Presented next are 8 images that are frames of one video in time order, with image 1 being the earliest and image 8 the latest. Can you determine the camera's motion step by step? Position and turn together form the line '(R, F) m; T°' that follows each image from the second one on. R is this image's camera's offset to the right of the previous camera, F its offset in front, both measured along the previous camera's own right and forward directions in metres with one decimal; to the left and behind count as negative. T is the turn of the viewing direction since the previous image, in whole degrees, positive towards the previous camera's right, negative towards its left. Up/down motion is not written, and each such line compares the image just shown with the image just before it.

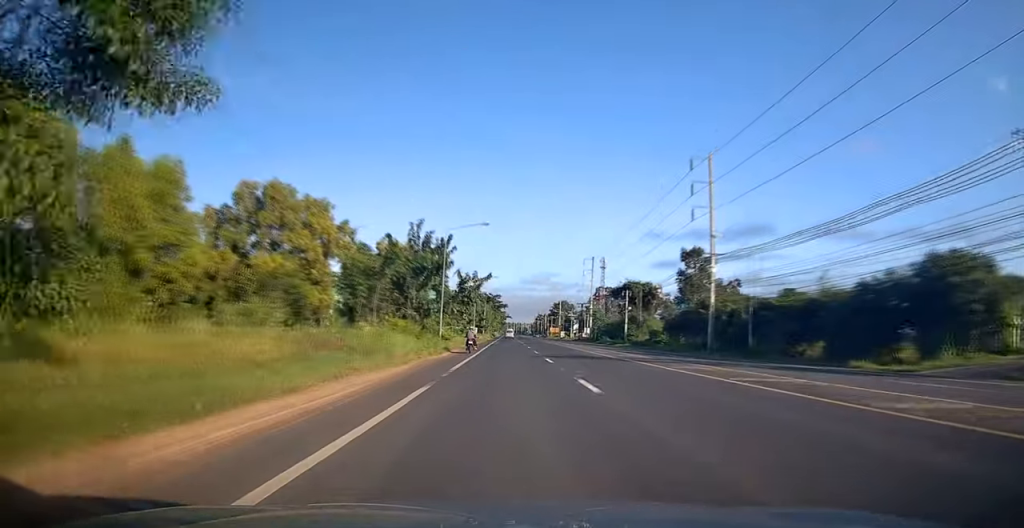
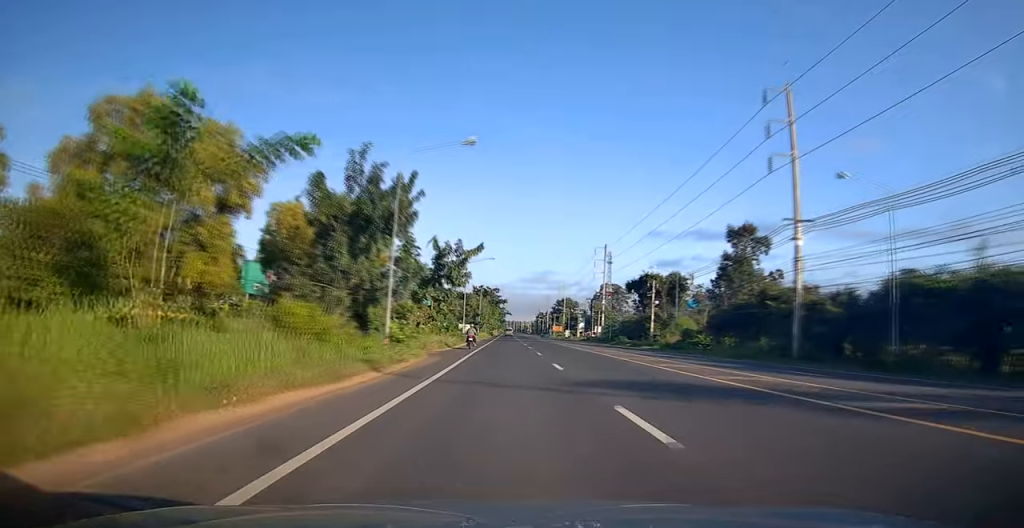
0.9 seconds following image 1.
(+0.1, +17.3) m; +2°
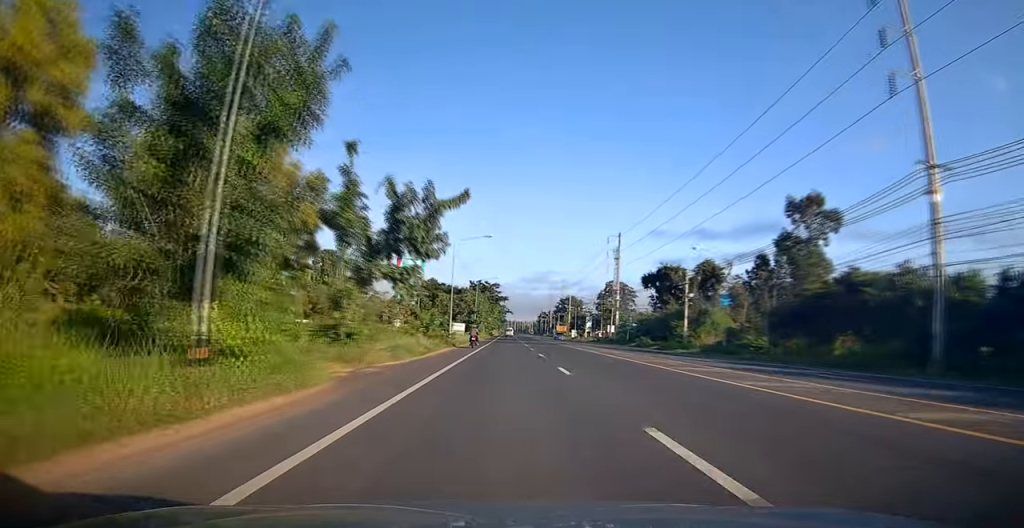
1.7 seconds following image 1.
(+0.6, +14.2) m; 0°
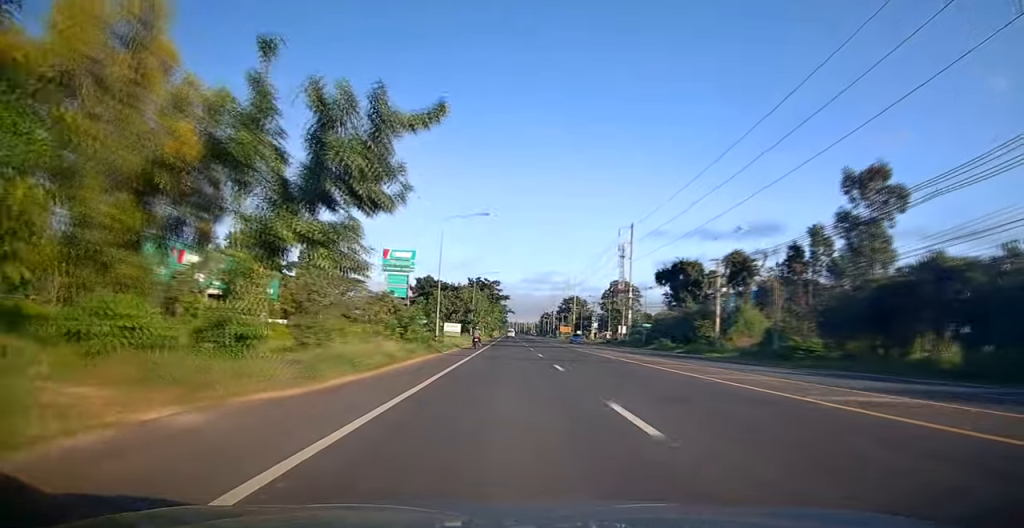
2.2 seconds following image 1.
(-0.3, +9.3) m; 0°
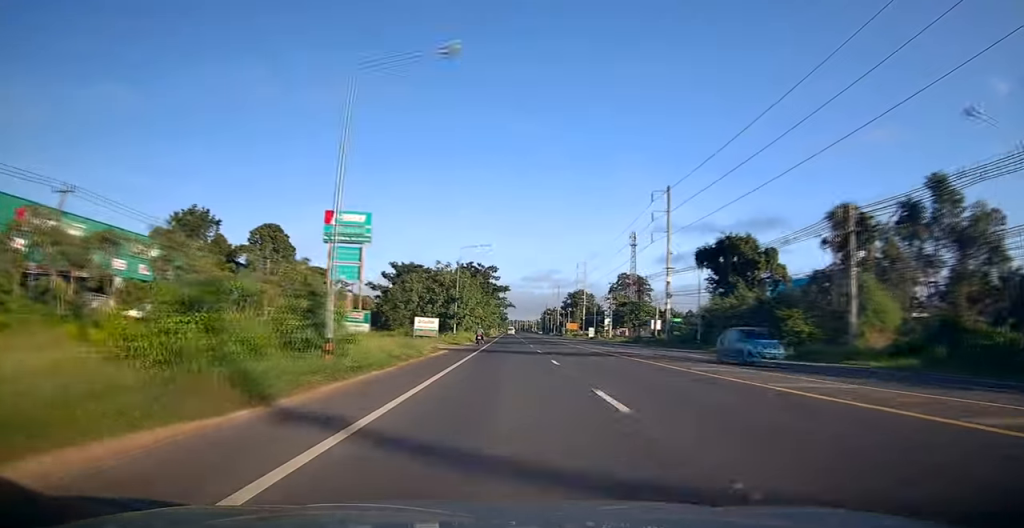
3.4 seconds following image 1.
(+0.1, +22.2) m; 0°
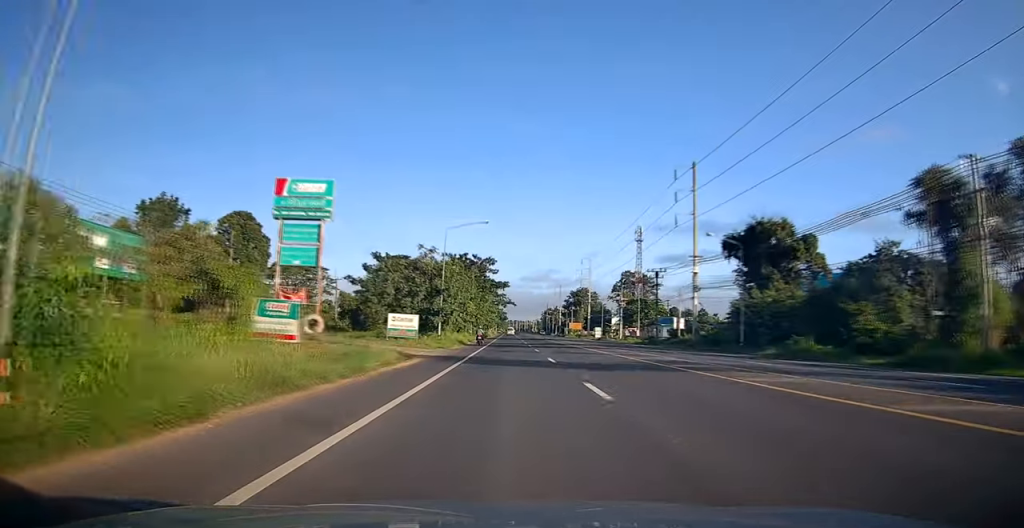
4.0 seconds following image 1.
(+0.1, +10.5) m; -1°
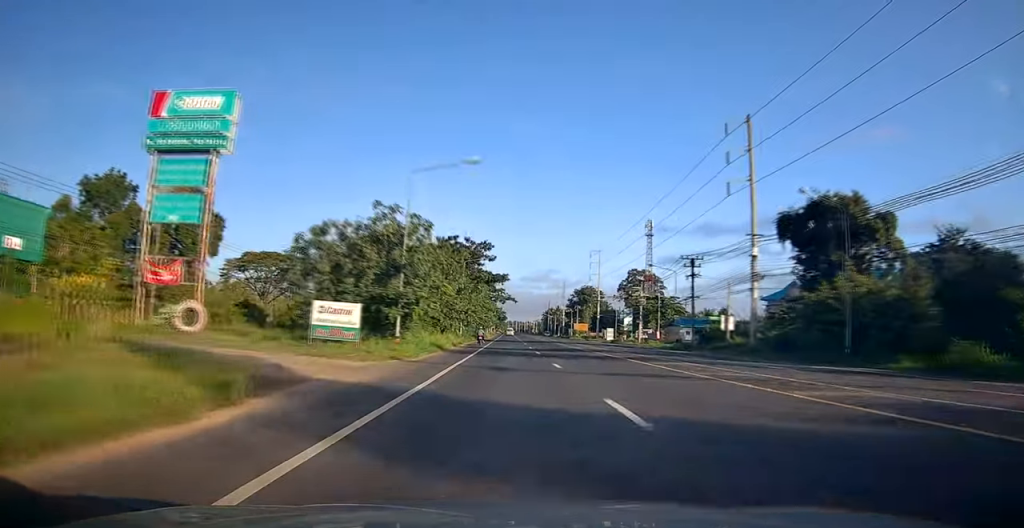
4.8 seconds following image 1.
(-0.5, +14.9) m; -2°
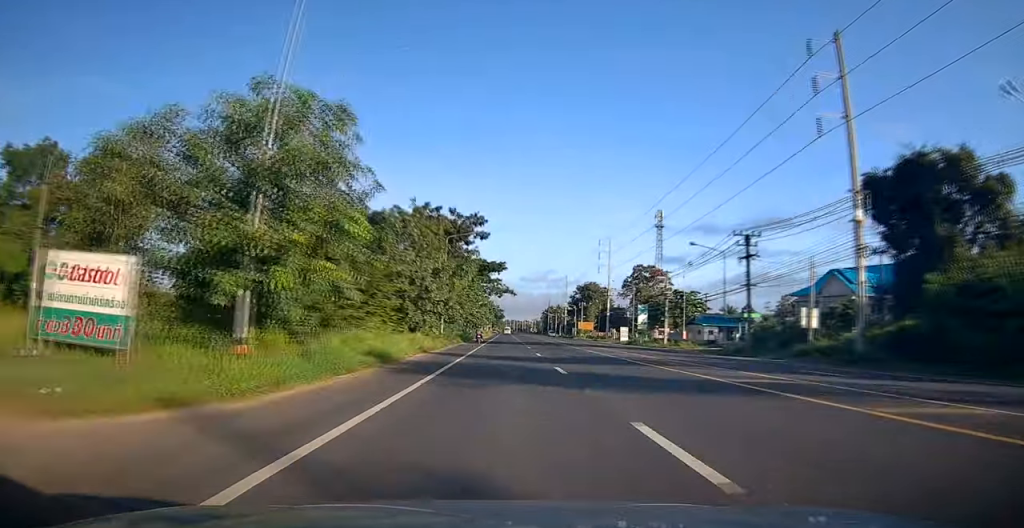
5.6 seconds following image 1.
(0.0, +14.9) m; +2°
